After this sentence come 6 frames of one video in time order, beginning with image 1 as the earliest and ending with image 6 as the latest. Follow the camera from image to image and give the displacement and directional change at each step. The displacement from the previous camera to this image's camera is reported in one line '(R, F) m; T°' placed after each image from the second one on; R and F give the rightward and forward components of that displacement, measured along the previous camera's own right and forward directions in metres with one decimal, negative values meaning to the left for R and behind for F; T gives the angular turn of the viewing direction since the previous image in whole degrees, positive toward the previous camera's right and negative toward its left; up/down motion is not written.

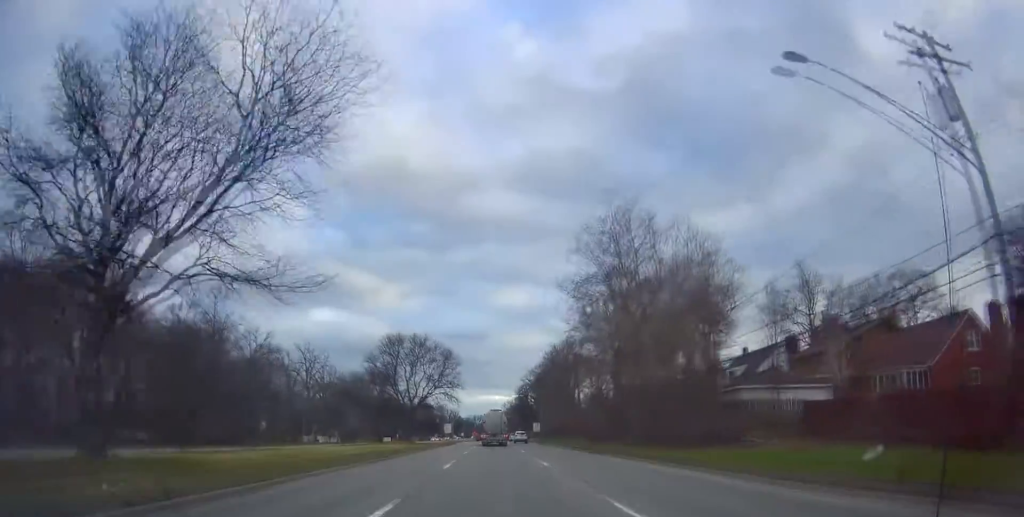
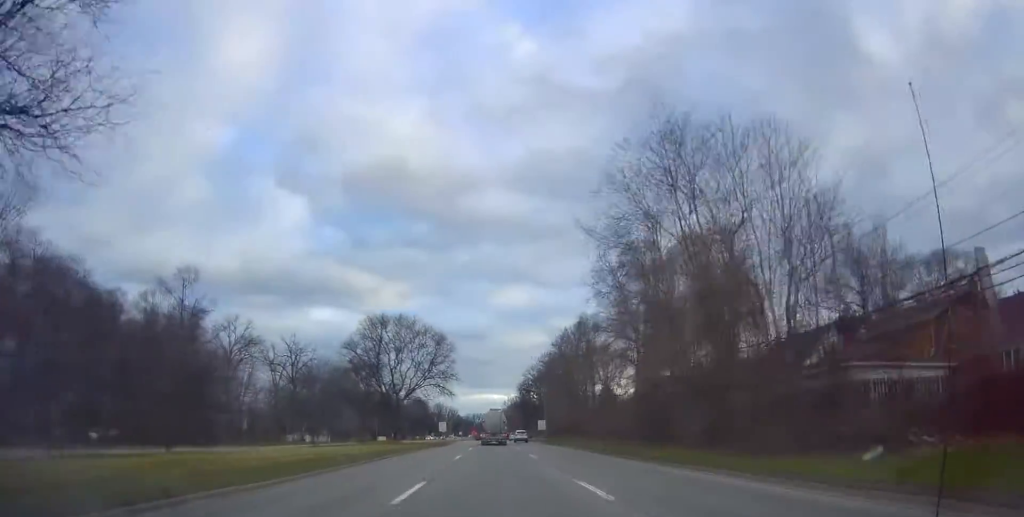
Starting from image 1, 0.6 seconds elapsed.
(0.0, +11.2) m; 0°
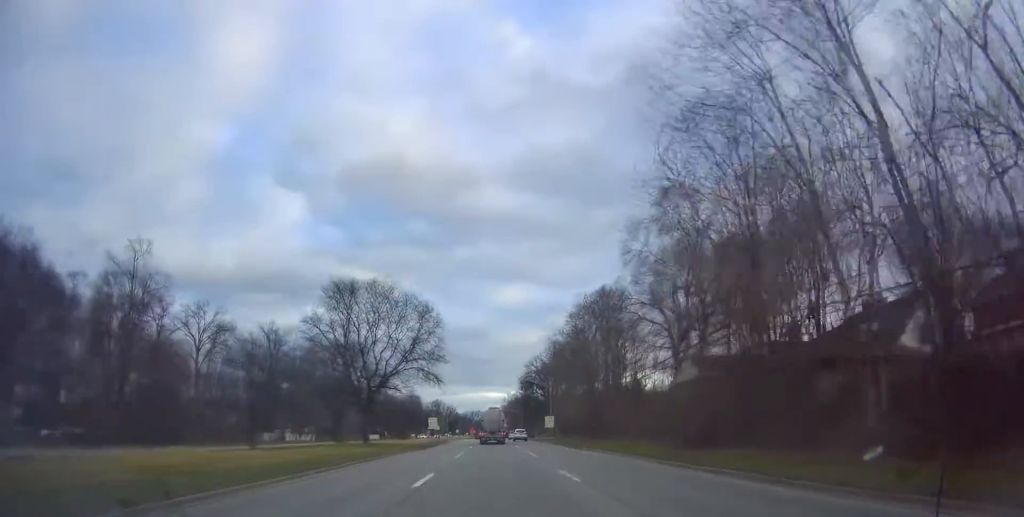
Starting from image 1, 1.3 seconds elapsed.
(0.0, +13.8) m; 0°
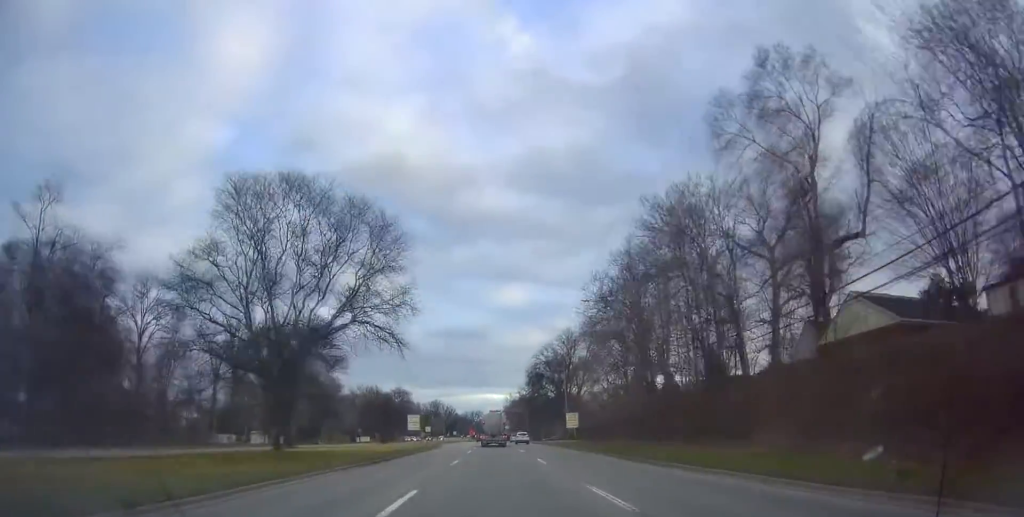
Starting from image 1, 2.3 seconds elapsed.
(0.0, +21.3) m; 0°
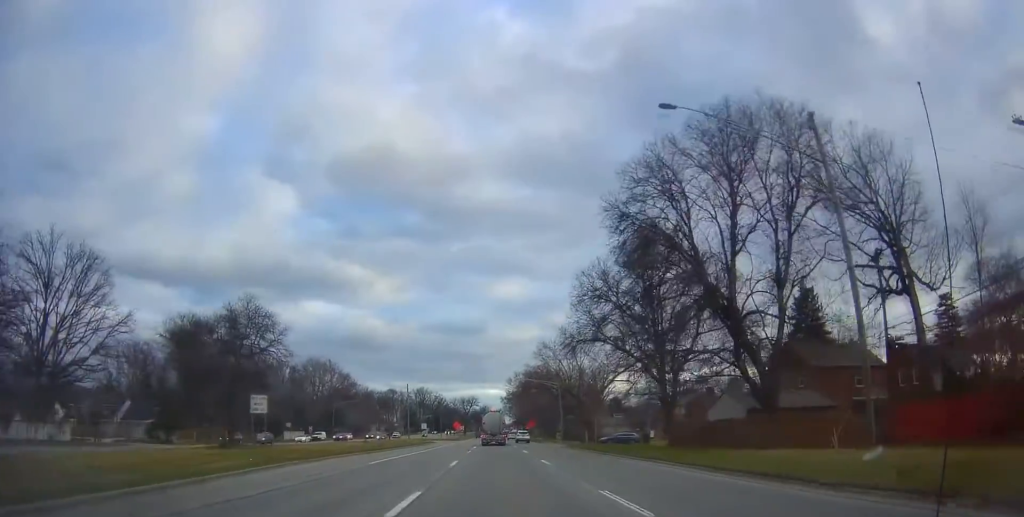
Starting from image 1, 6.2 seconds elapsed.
(0.0, +78.0) m; -2°
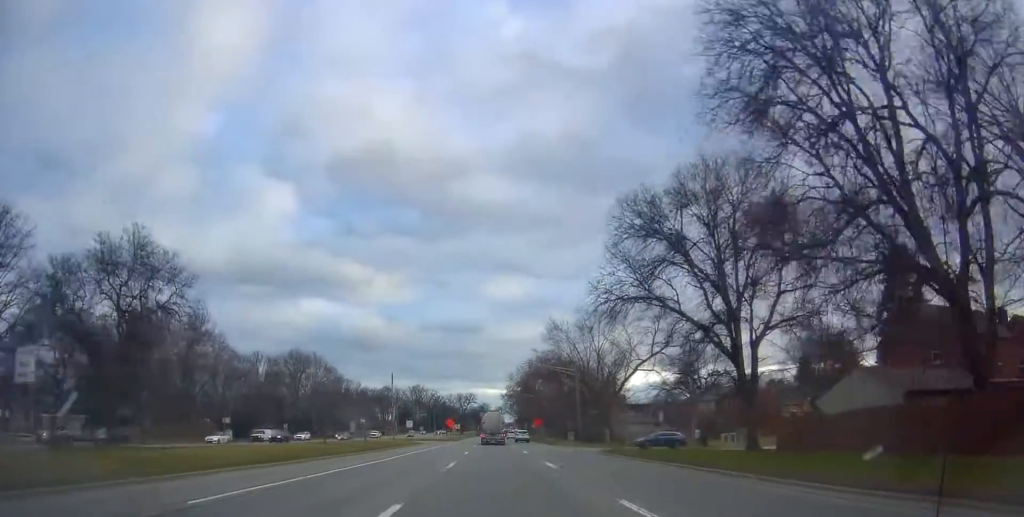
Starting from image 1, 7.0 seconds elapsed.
(-0.4, +16.7) m; -1°
